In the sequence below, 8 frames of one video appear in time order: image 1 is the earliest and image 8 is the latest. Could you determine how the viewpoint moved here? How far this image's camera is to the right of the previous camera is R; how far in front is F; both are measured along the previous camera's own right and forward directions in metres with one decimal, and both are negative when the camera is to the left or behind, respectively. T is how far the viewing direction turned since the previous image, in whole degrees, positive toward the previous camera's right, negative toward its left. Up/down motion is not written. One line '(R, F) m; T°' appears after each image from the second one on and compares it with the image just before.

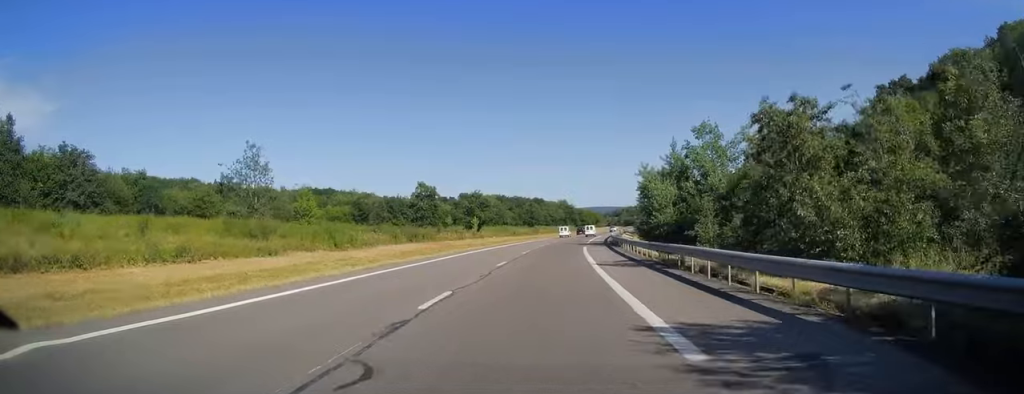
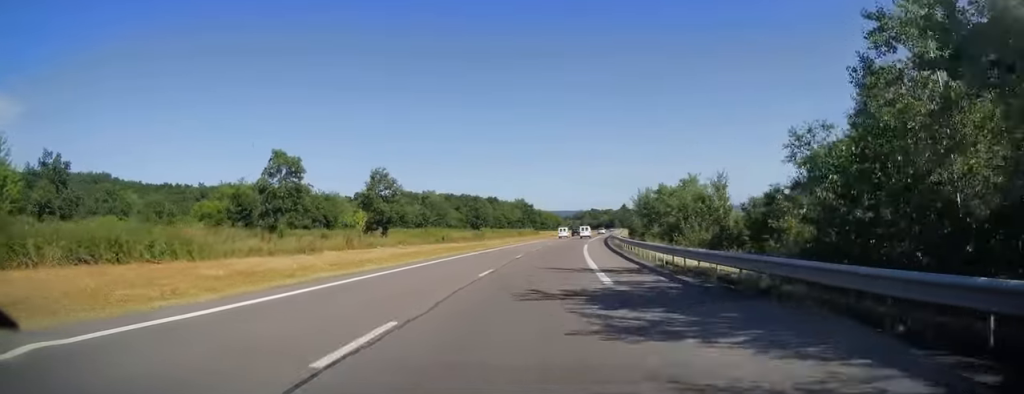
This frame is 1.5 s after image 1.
(+0.8, +43.4) m; +3°
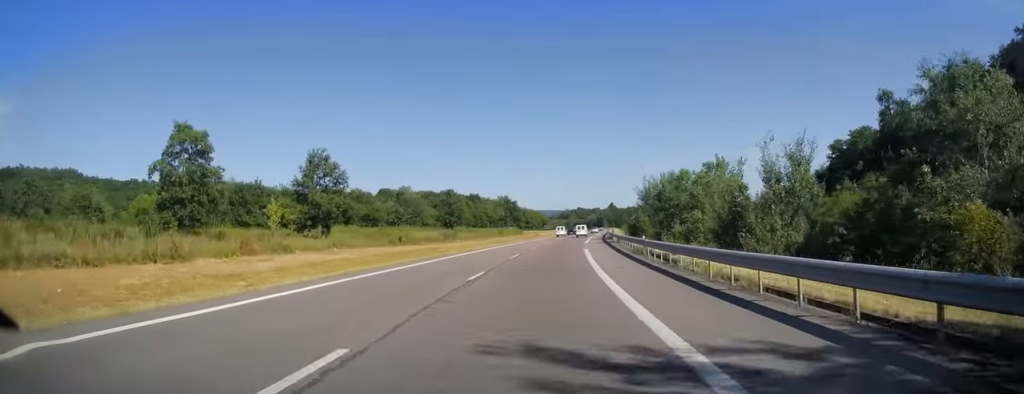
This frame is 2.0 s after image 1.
(+0.5, +15.3) m; +2°
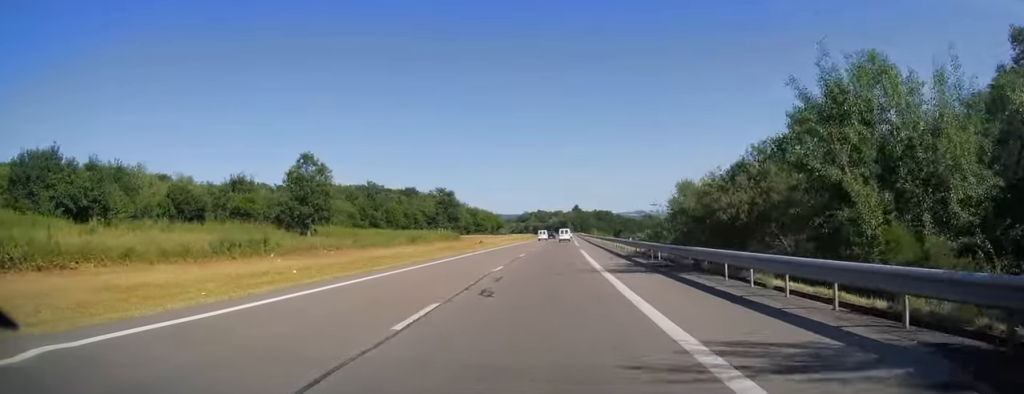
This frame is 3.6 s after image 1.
(+1.8, +47.4) m; +4°
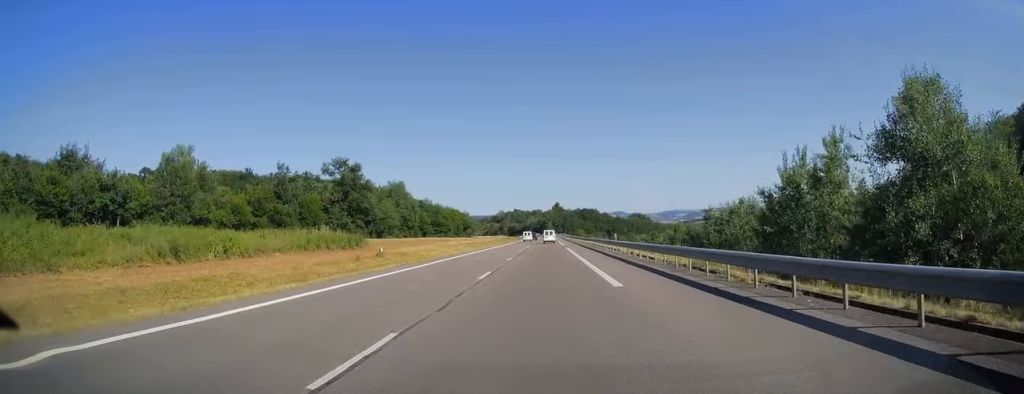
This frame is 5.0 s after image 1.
(+0.9, +42.5) m; +2°
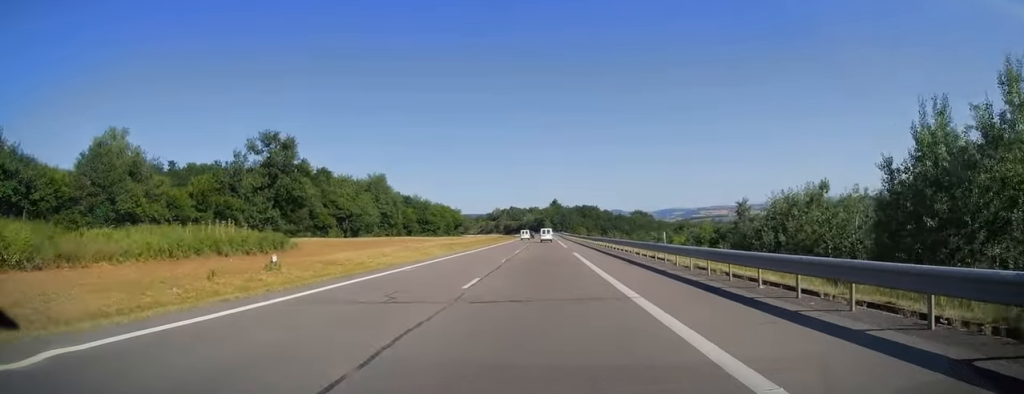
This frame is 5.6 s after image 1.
(0.0, +16.3) m; 0°
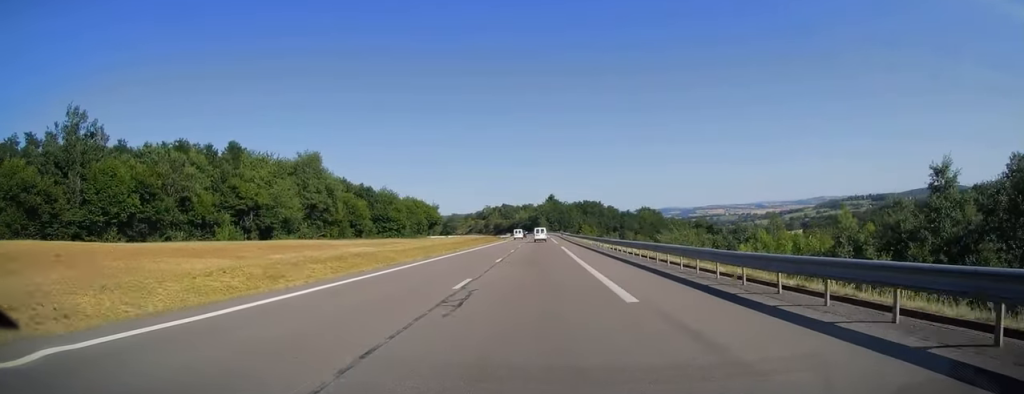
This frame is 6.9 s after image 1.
(+0.2, +39.4) m; 0°
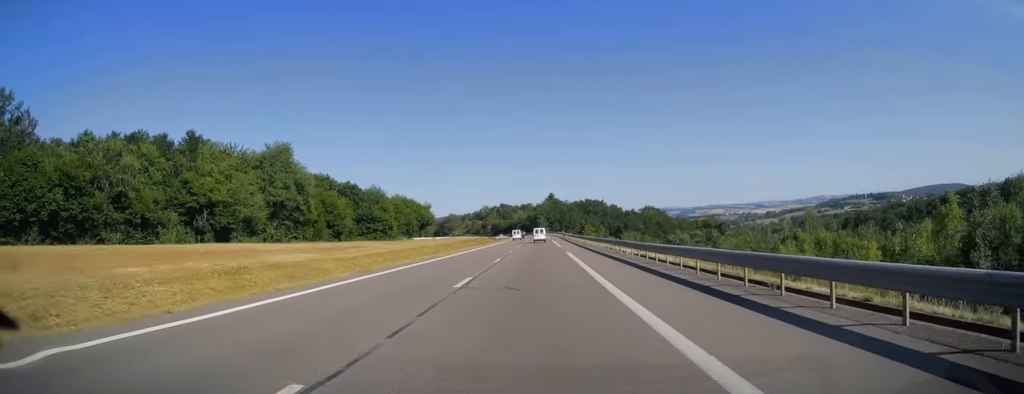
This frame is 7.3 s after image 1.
(0.0, +12.3) m; 0°
